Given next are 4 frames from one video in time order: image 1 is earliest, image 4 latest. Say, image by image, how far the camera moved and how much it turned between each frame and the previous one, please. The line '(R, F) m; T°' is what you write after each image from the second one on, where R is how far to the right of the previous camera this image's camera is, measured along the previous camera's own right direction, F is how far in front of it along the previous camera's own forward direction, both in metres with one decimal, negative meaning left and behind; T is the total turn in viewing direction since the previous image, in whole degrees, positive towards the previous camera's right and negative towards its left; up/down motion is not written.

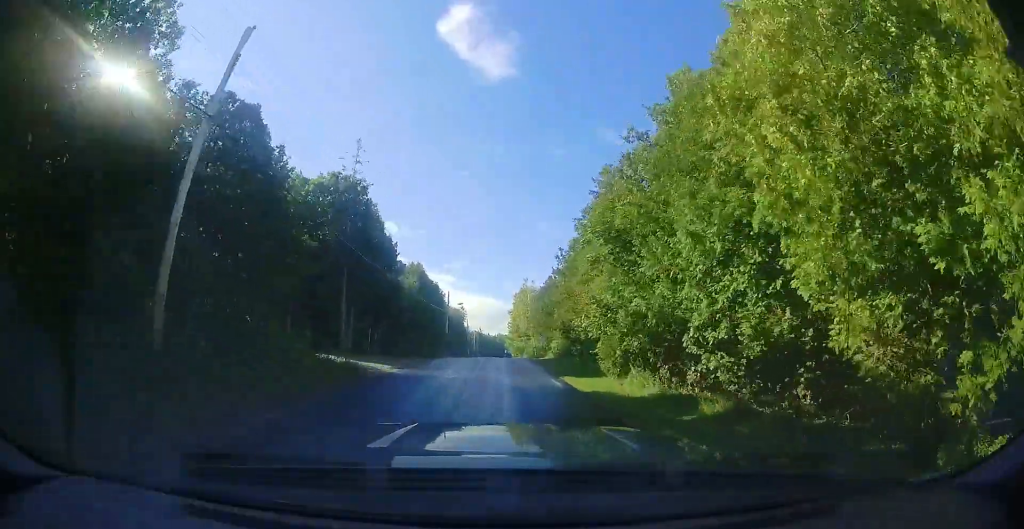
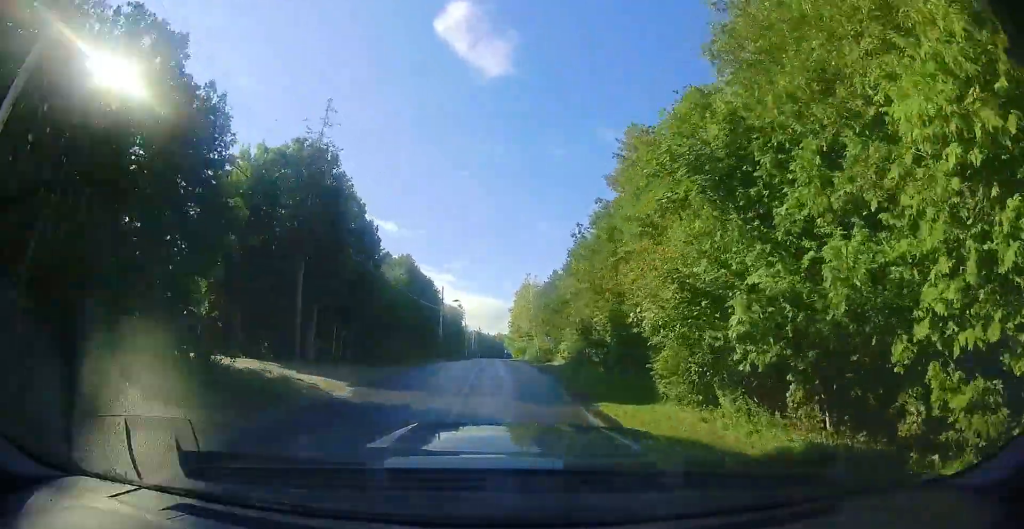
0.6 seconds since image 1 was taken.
(-0.2, +5.5) m; -1°
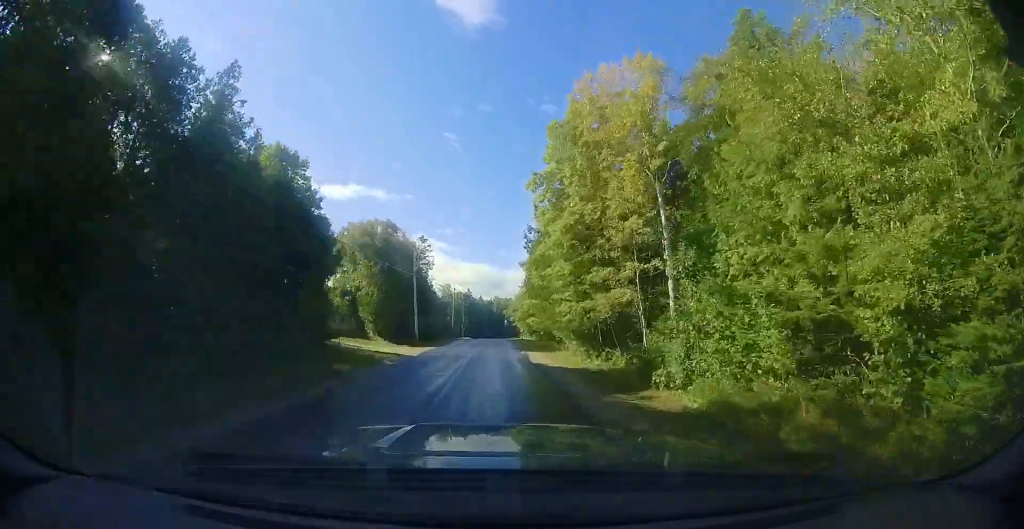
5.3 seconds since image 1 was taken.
(+2.8, +45.0) m; +8°
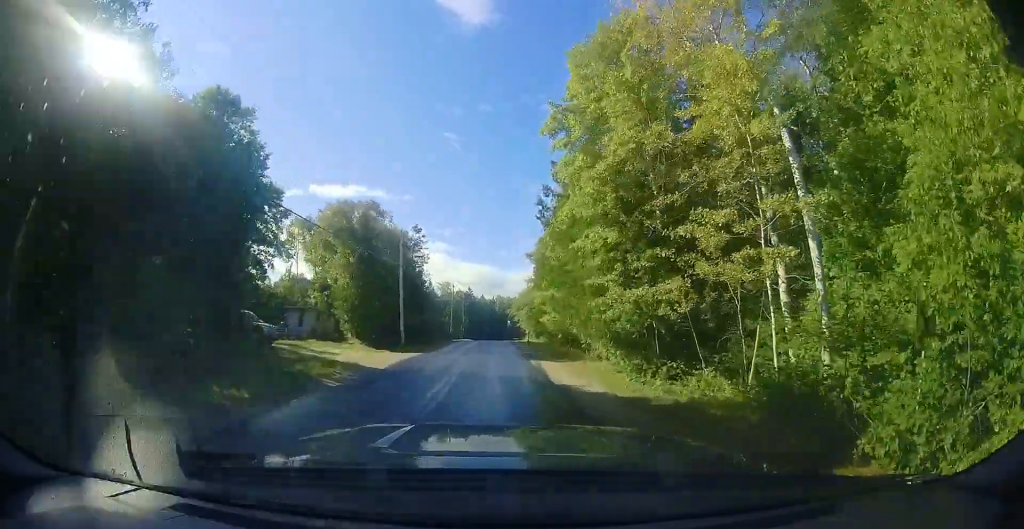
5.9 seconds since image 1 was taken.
(+0.2, +6.5) m; -1°
